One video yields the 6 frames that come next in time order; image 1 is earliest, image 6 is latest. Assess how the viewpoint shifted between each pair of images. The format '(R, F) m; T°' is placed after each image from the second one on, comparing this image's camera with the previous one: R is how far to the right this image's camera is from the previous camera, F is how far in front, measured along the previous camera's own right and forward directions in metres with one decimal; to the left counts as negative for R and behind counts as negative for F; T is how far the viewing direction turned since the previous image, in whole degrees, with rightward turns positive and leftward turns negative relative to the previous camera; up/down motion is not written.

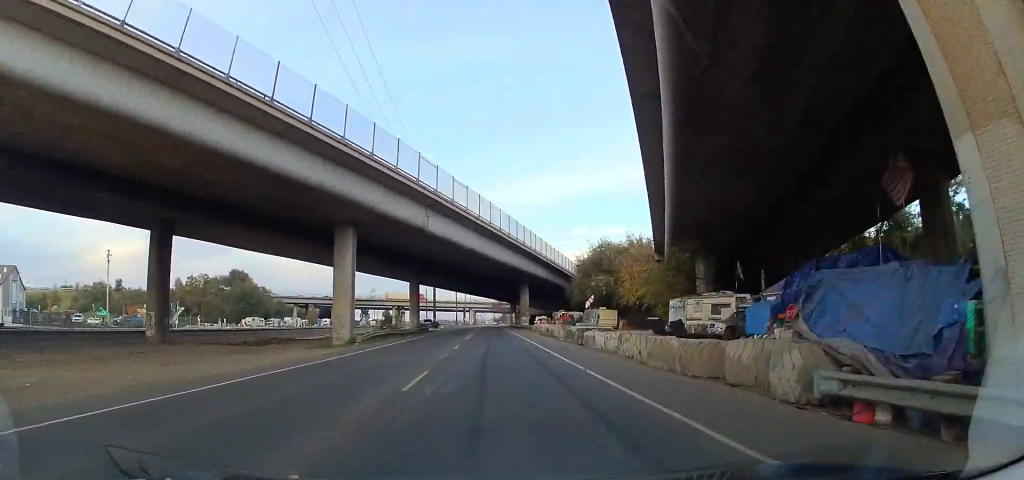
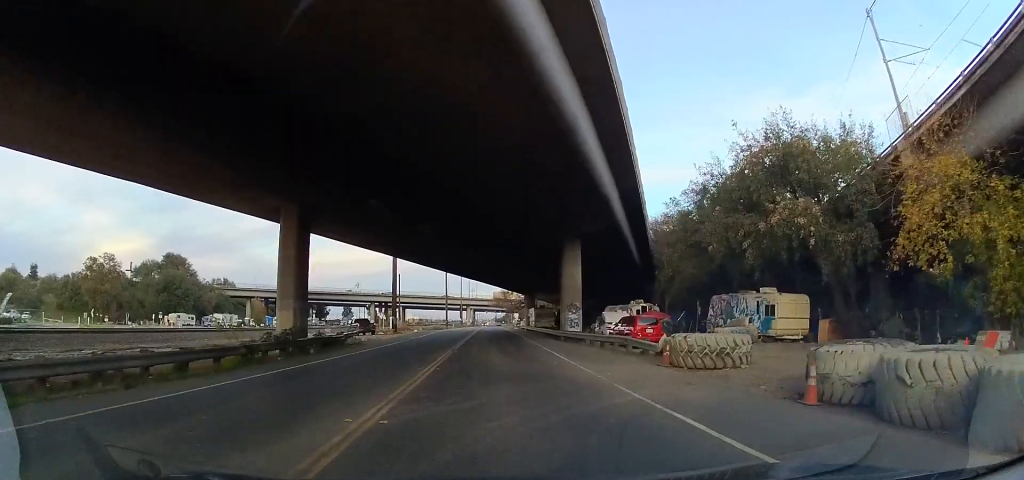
(-1.9, +43.5) m; -5°
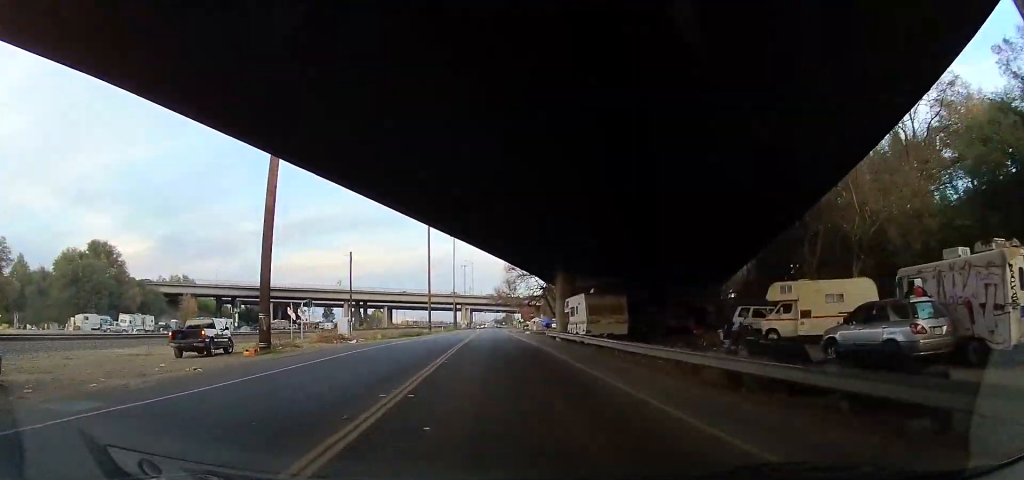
(+1.0, +33.1) m; +2°
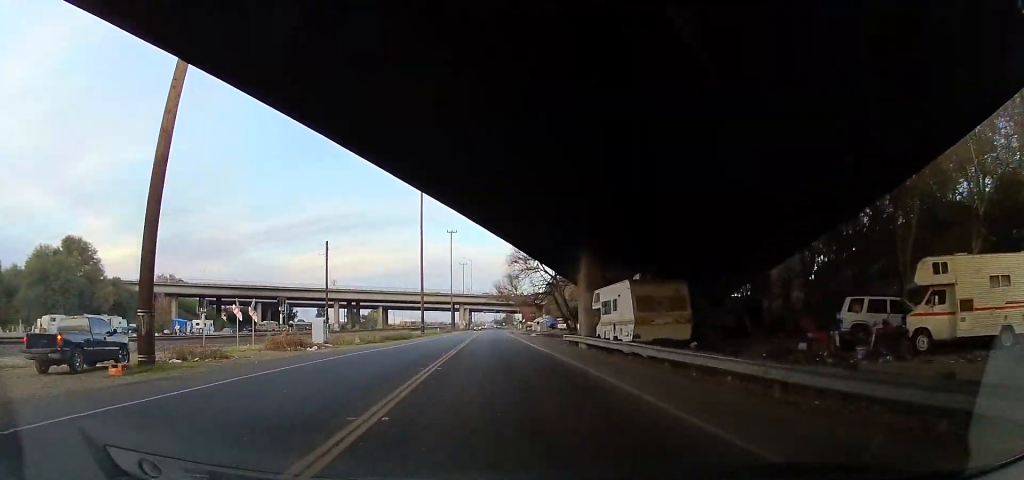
(0.0, +9.4) m; 0°
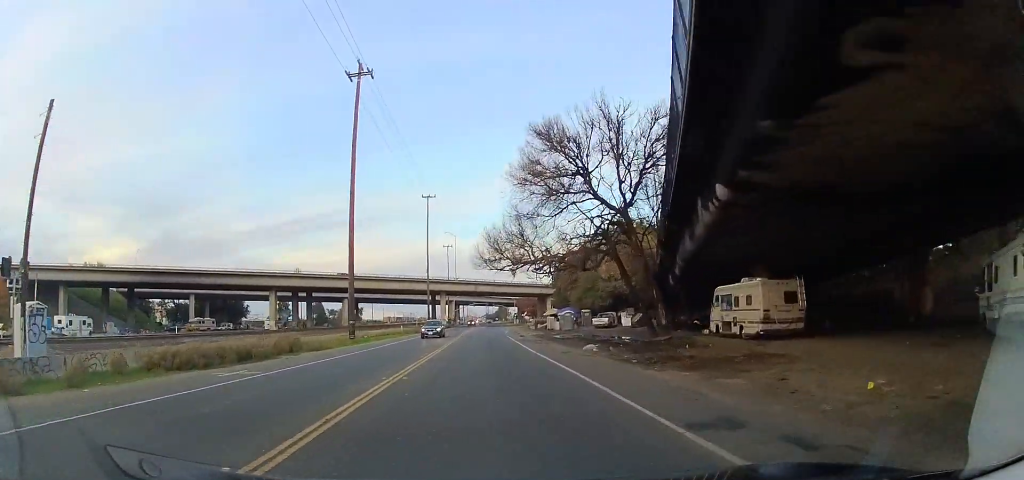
(+0.6, +38.7) m; +2°
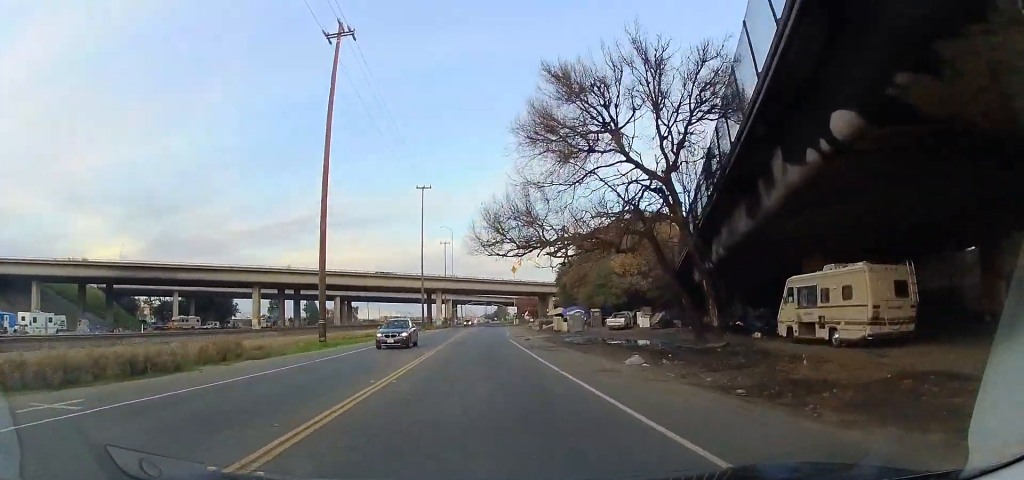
(+0.4, +7.7) m; -2°
